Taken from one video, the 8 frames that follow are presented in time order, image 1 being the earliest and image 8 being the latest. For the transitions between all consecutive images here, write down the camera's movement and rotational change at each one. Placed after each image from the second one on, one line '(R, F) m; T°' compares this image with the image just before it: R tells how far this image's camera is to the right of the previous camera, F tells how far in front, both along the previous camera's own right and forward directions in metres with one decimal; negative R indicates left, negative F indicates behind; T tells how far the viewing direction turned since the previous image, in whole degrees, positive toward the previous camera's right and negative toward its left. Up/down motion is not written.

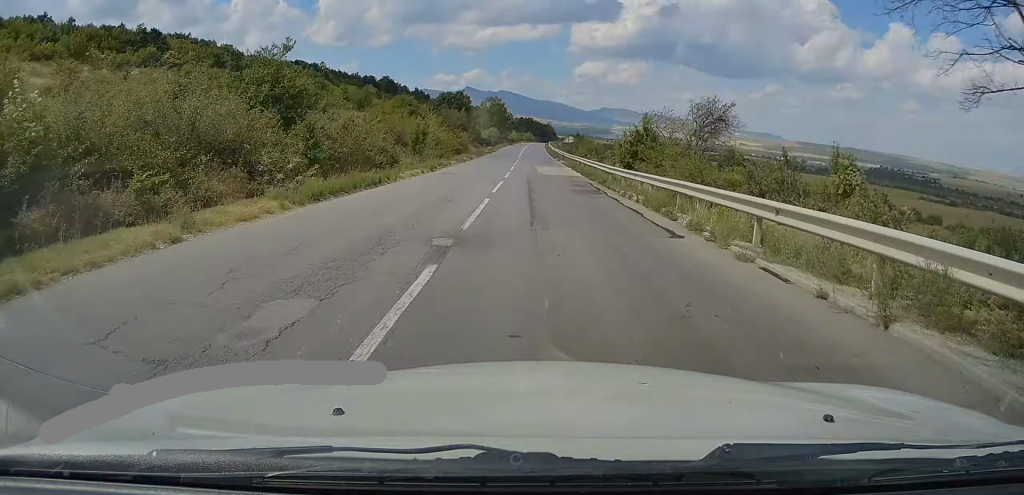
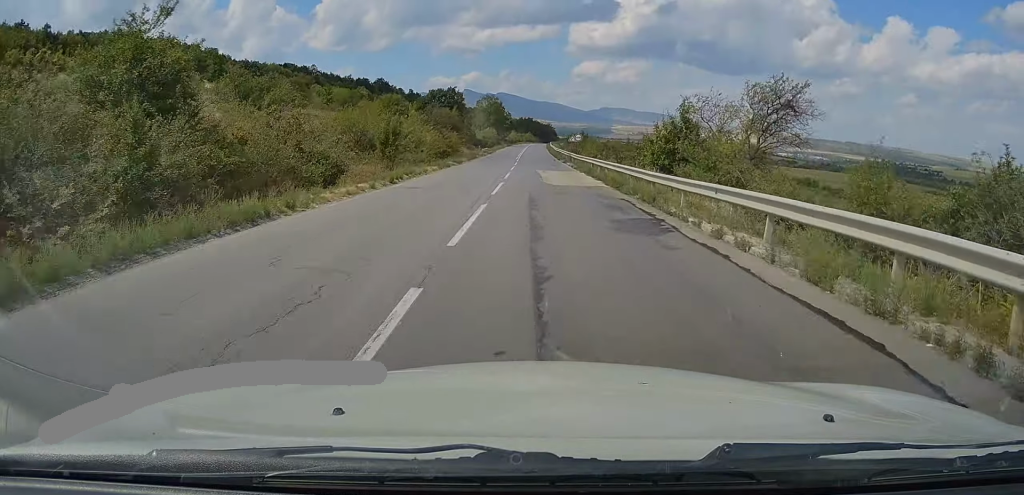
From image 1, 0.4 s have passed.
(0.0, +10.3) m; 0°
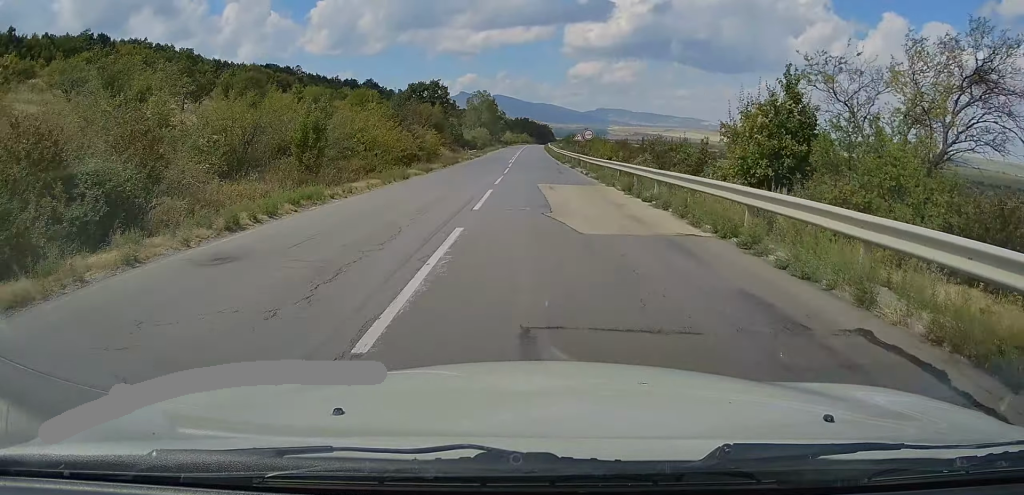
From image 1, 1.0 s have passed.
(0.0, +13.4) m; 0°
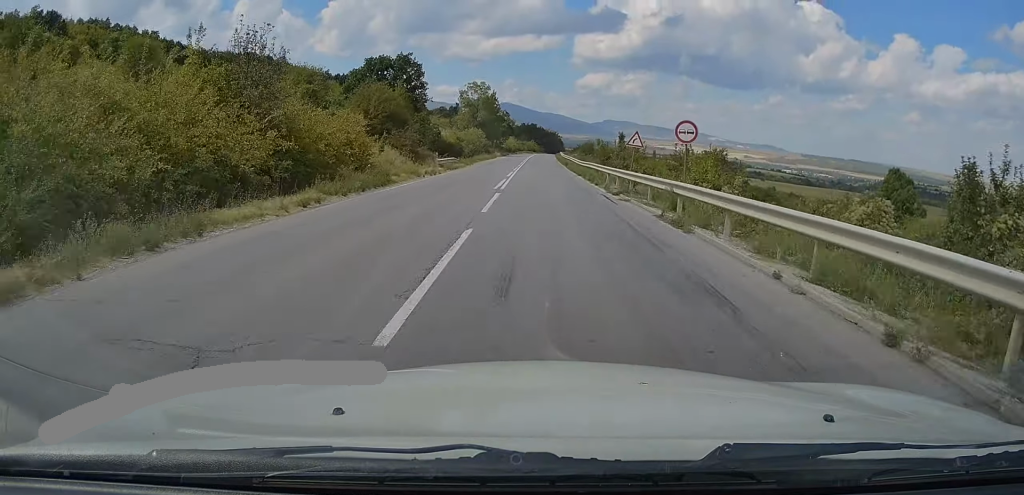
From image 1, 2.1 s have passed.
(-0.1, +26.8) m; -1°
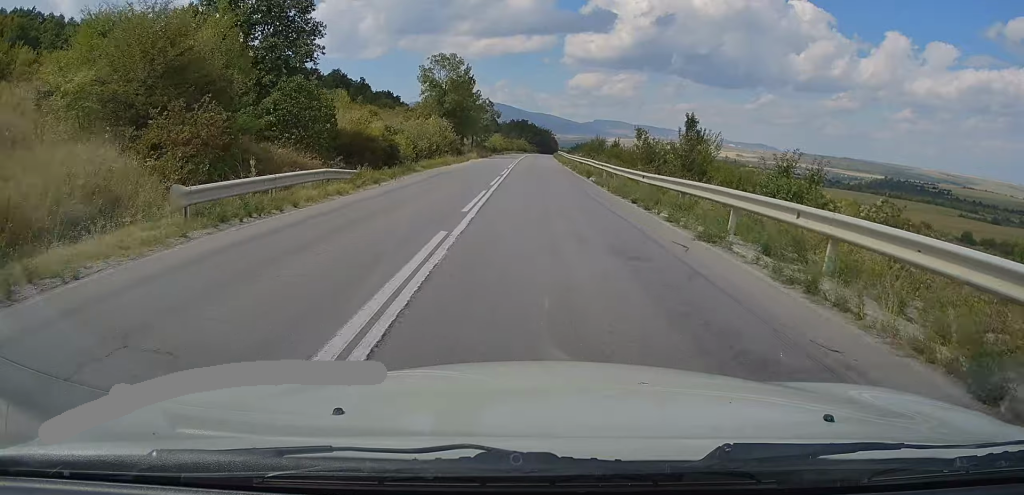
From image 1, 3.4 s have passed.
(-0.2, +28.8) m; +1°
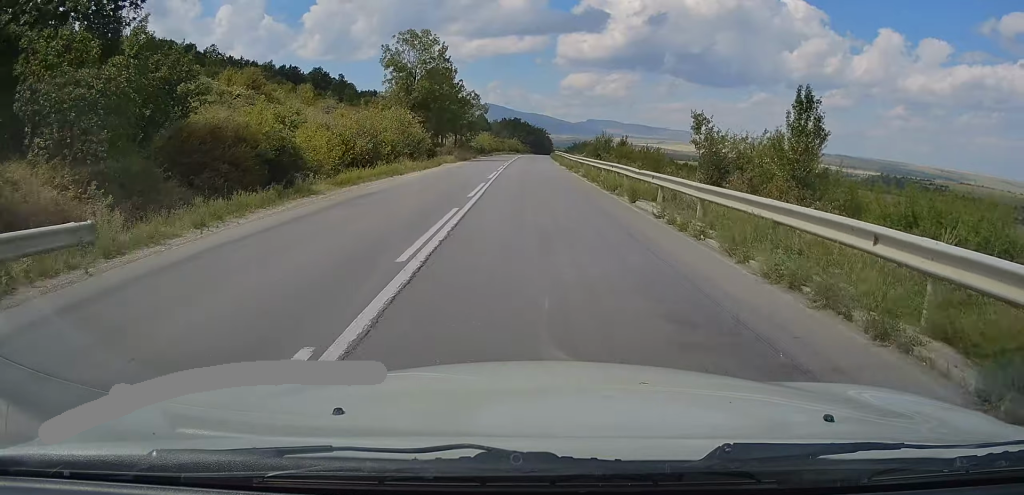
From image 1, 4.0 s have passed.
(+0.1, +14.6) m; +1°
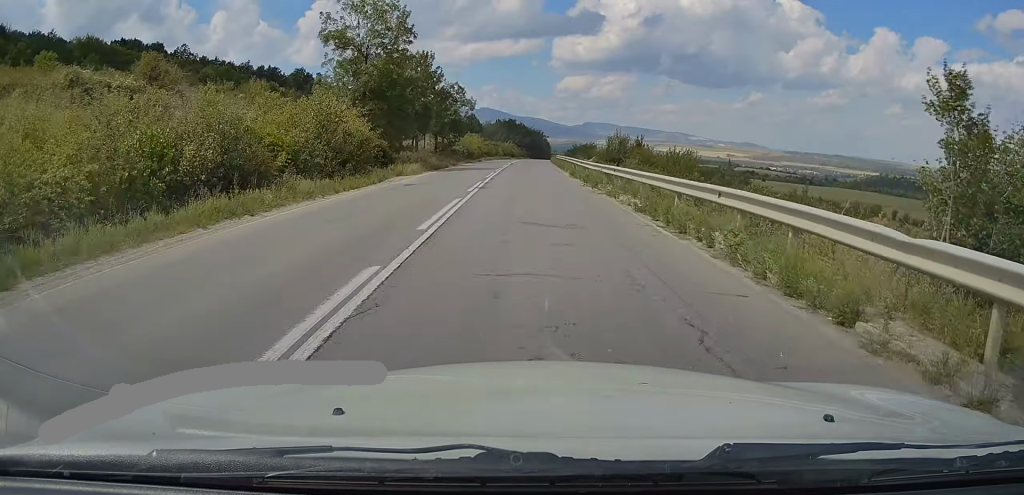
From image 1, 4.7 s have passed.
(+0.1, +15.2) m; 0°
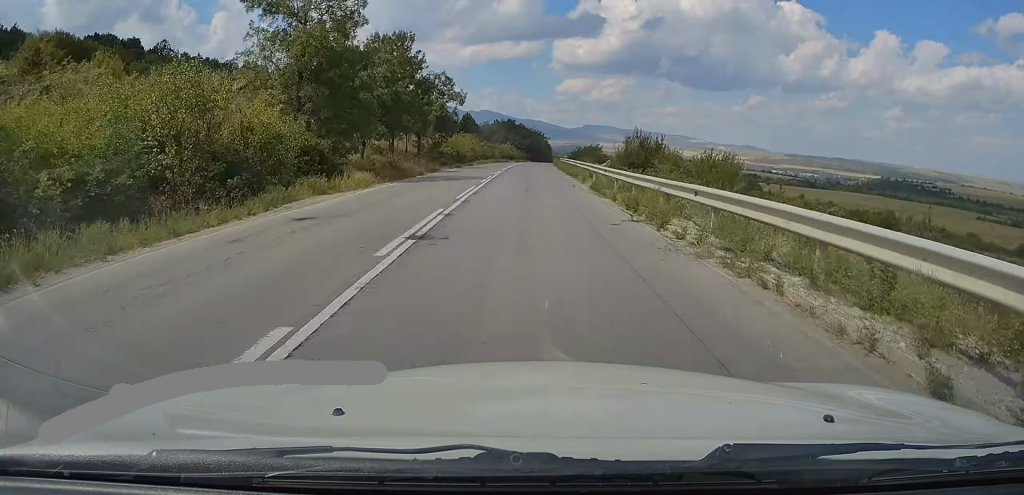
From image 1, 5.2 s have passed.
(0.0, +11.4) m; 0°
